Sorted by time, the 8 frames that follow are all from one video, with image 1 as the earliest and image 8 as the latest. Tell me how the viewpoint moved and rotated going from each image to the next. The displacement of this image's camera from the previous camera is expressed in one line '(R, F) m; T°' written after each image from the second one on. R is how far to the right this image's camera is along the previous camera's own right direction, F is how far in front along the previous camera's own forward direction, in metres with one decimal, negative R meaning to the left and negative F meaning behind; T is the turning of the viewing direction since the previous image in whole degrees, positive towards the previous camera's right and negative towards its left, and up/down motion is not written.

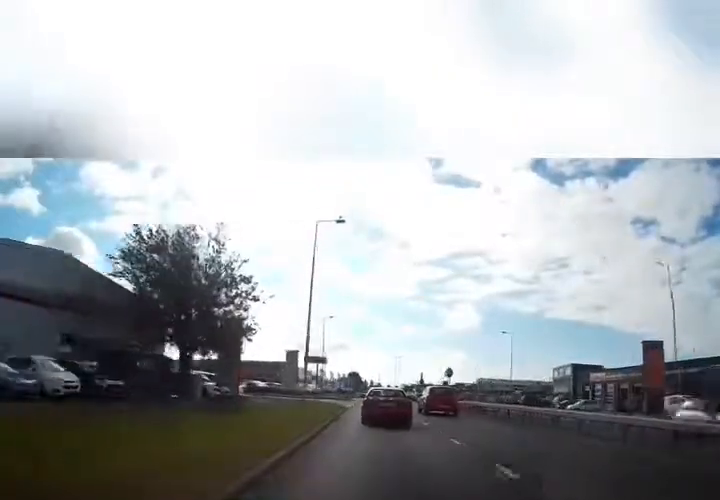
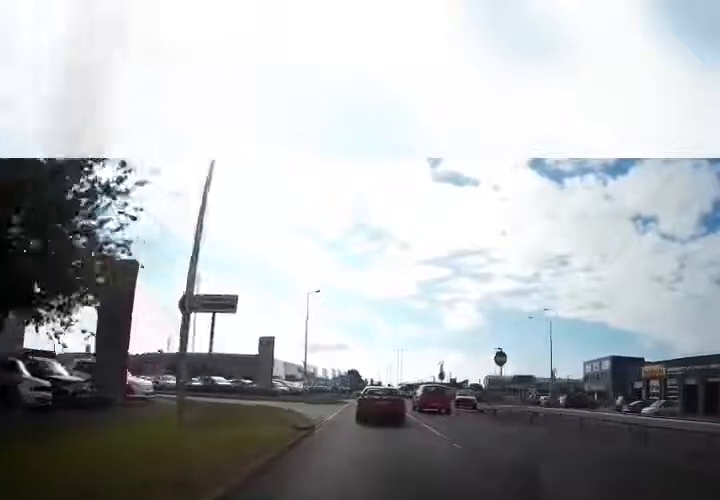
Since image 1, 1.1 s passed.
(+0.1, +14.7) m; -1°
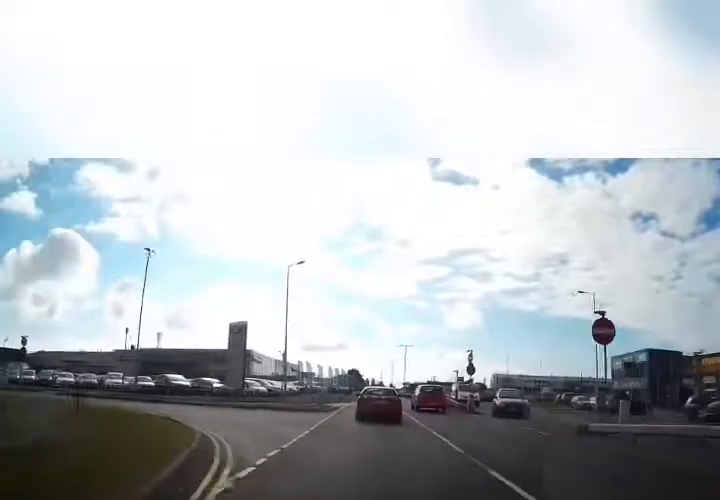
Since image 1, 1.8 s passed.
(-0.3, +10.5) m; 0°
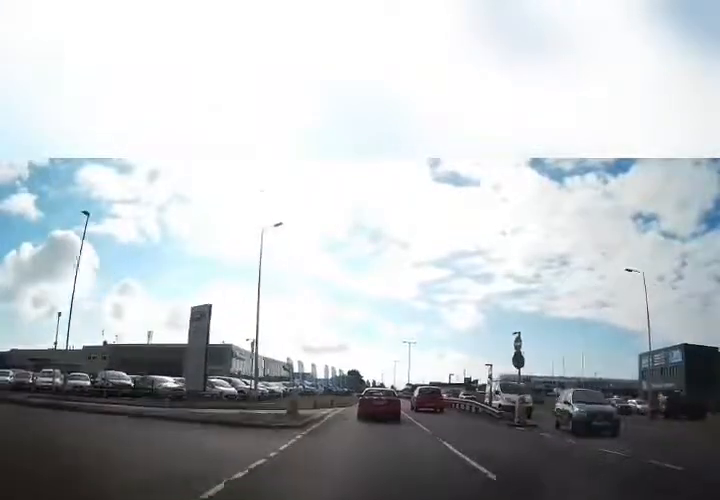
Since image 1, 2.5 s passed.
(-0.2, +8.6) m; 0°
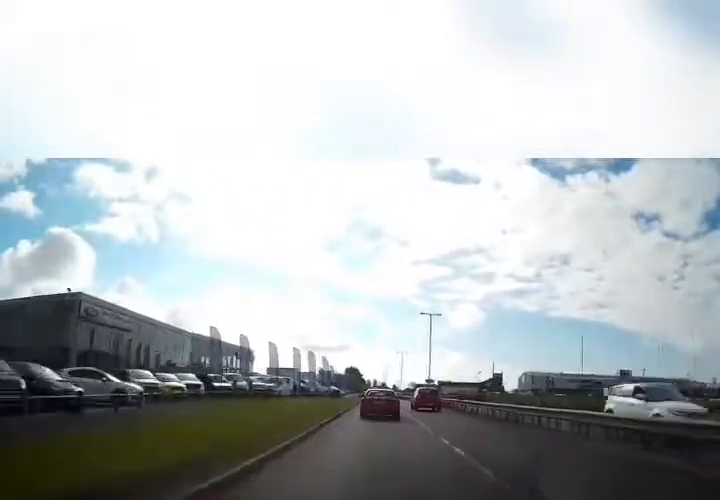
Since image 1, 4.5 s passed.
(+0.5, +28.0) m; +1°
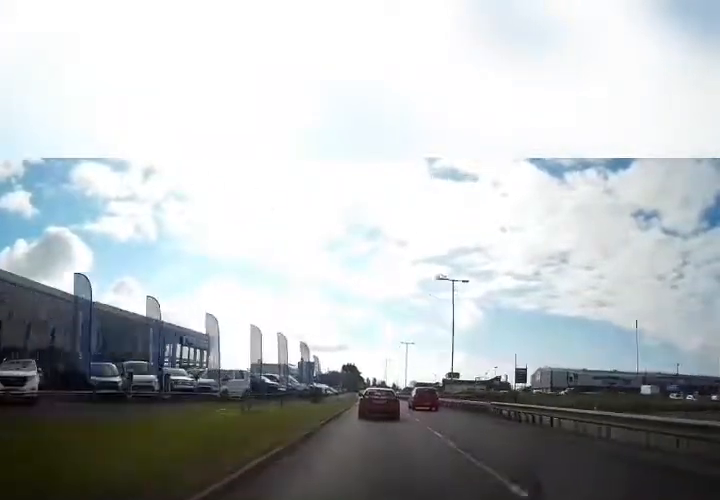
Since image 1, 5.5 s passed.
(+0.4, +15.5) m; 0°
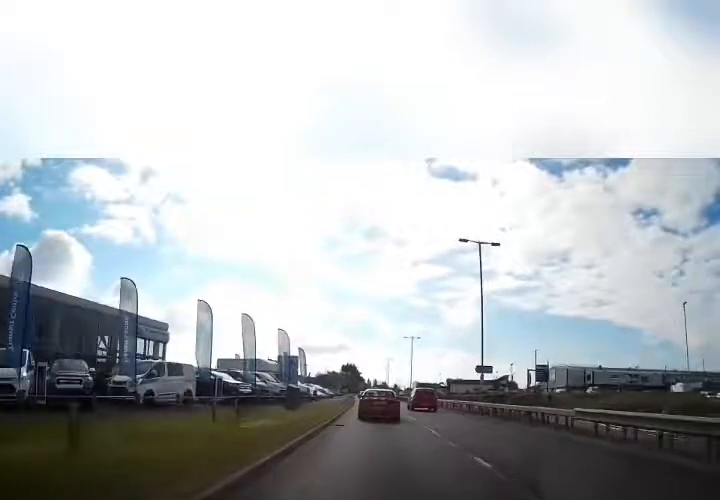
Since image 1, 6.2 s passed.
(-0.2, +9.7) m; -1°
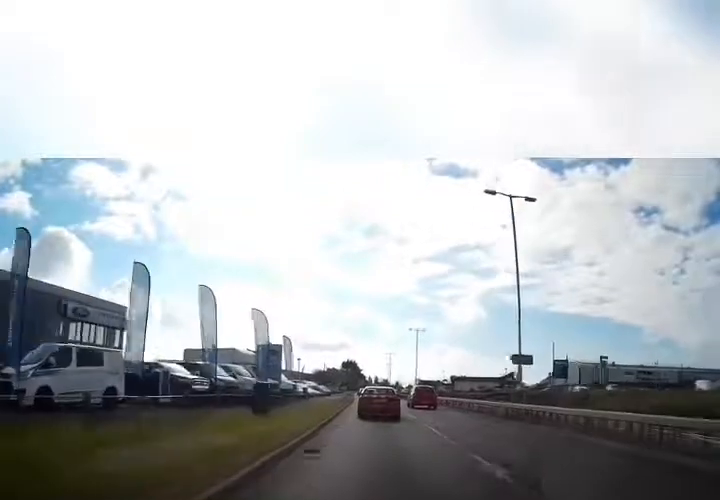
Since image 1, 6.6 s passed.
(0.0, +6.6) m; 0°
